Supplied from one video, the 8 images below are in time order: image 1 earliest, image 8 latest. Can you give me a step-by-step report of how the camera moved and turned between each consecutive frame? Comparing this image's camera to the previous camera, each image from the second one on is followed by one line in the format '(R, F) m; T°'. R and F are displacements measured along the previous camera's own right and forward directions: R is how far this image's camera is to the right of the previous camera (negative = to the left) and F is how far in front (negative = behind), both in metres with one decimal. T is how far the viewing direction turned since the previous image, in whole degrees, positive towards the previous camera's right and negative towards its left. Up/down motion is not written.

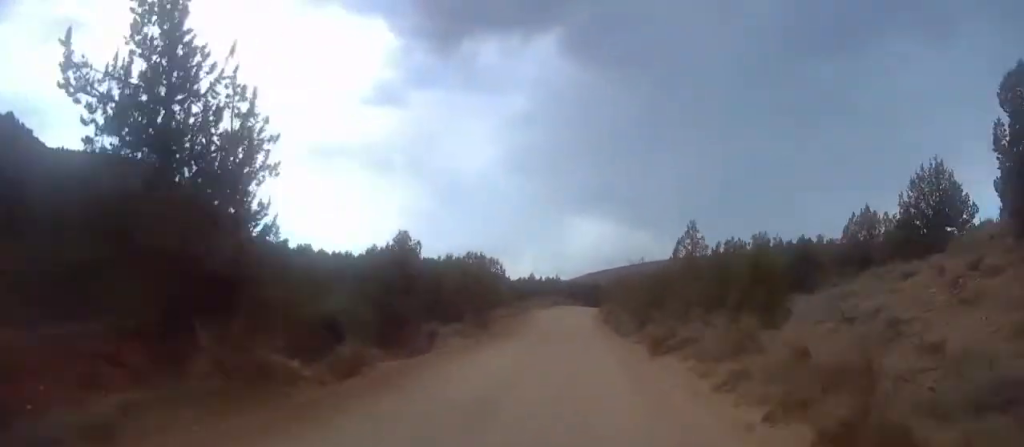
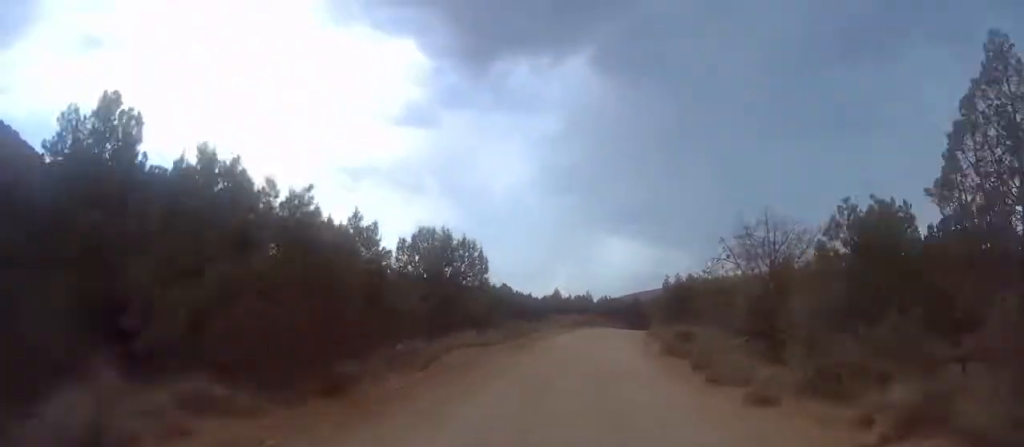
(+0.4, +22.3) m; +2°
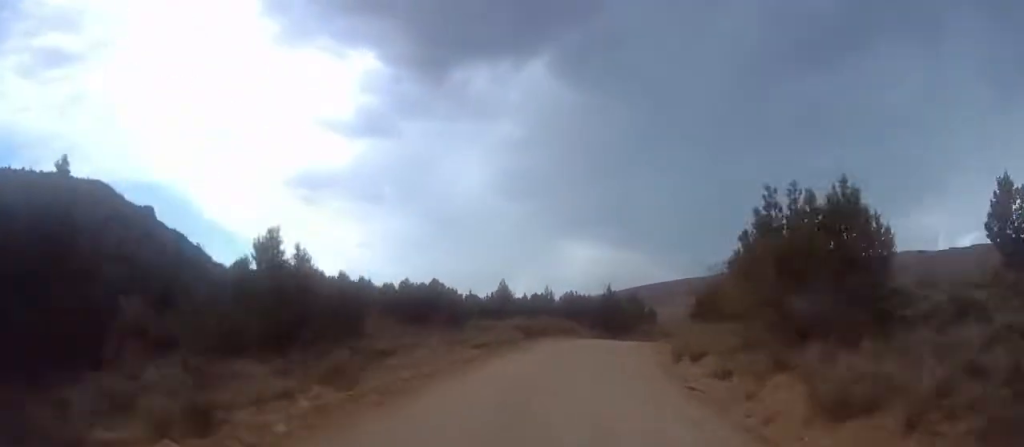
(+0.2, +27.7) m; +3°
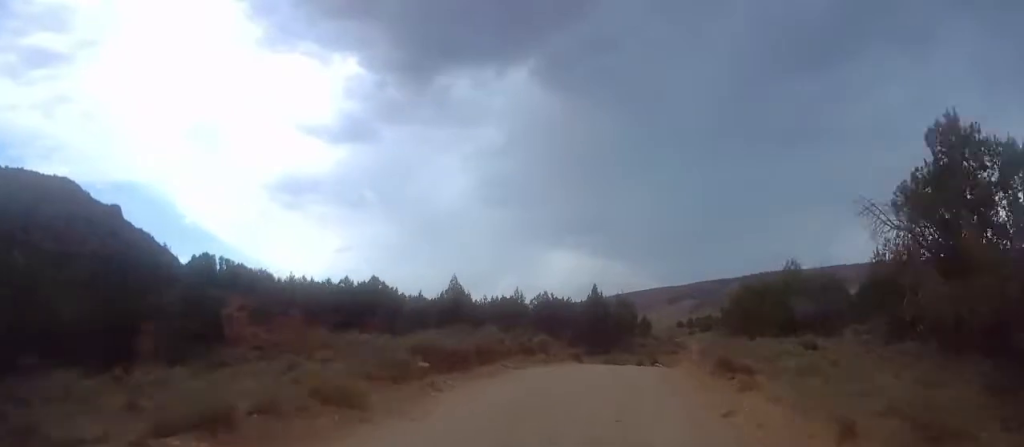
(+0.3, +16.6) m; +5°
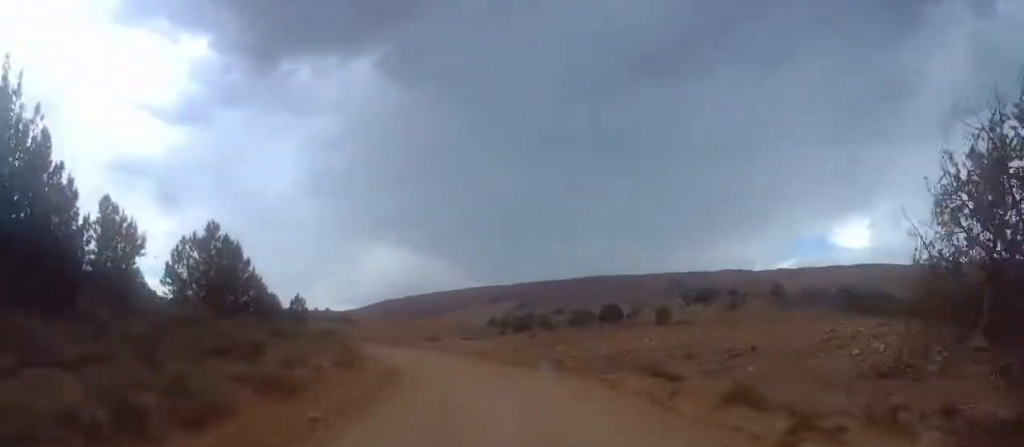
(+12.4, +76.0) m; +6°
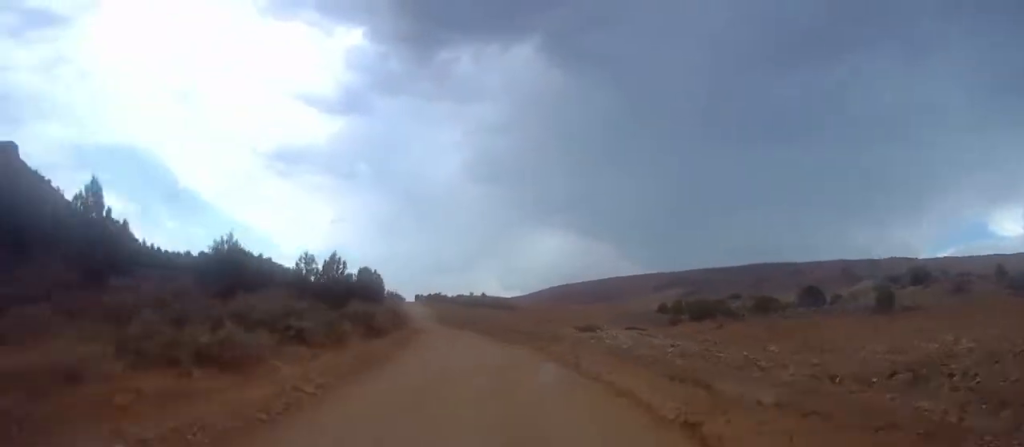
(-3.3, +32.7) m; -12°
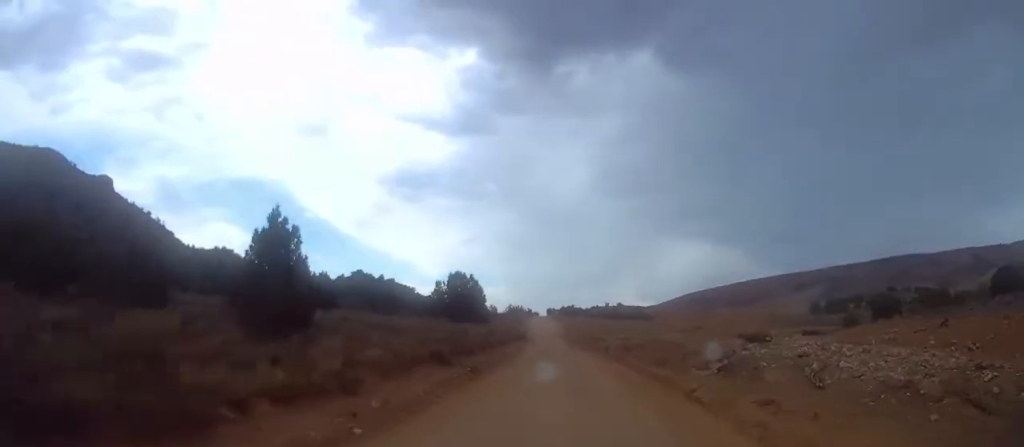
(-1.7, +23.1) m; -7°
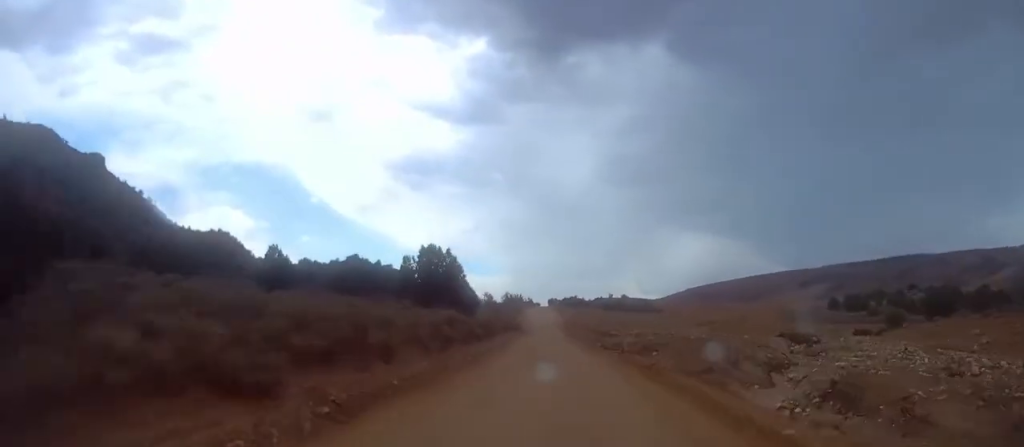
(-0.7, +14.2) m; -2°
